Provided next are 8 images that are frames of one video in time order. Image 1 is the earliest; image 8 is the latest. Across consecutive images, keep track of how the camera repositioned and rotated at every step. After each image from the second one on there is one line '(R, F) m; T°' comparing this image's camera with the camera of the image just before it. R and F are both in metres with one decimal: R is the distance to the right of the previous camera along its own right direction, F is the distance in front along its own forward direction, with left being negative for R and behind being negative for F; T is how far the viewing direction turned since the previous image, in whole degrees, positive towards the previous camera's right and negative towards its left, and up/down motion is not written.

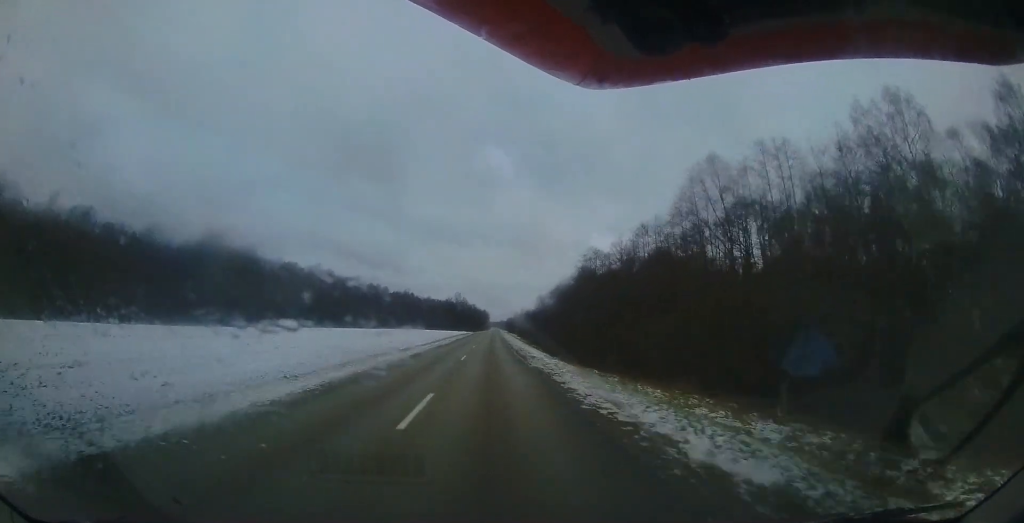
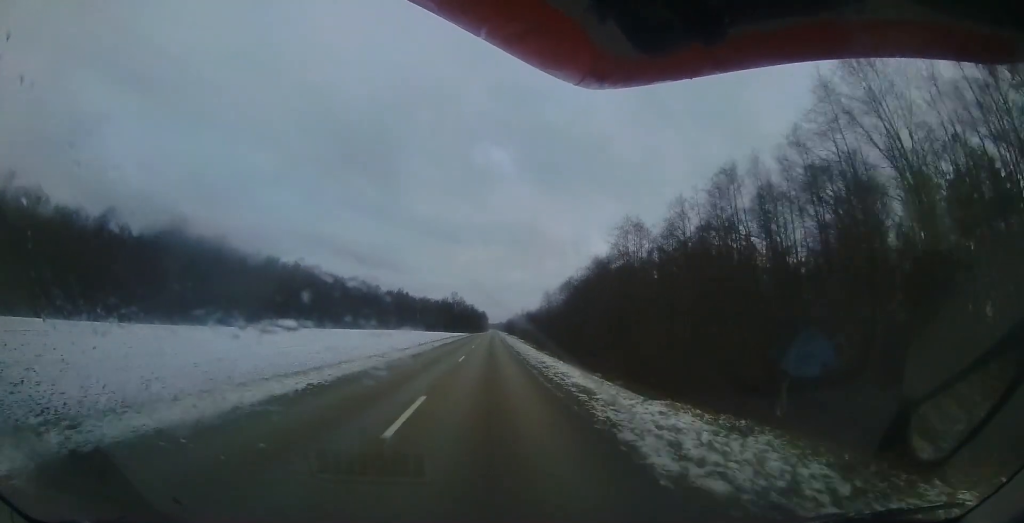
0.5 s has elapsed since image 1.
(0.0, +12.7) m; -1°
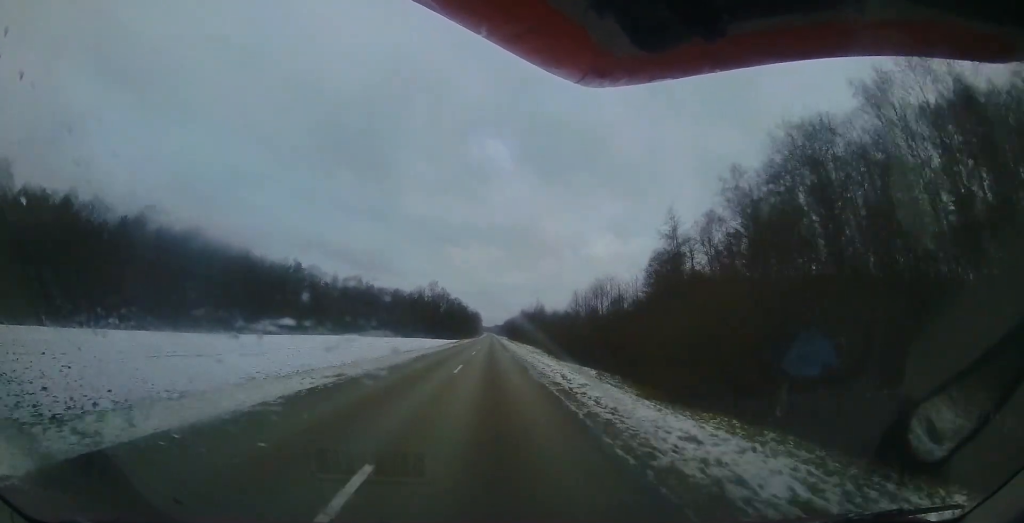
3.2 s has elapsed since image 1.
(-1.2, +64.2) m; 0°
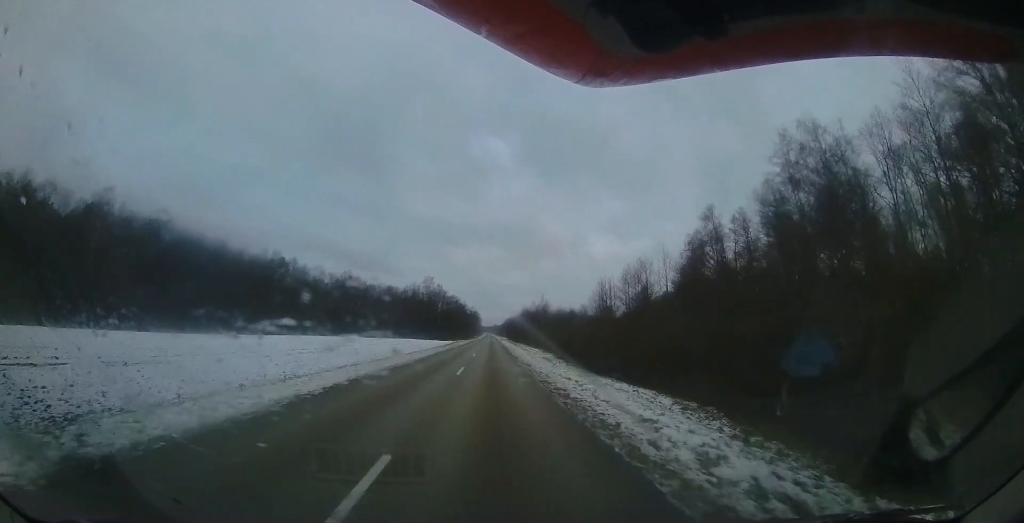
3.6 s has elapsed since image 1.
(0.0, +11.6) m; 0°
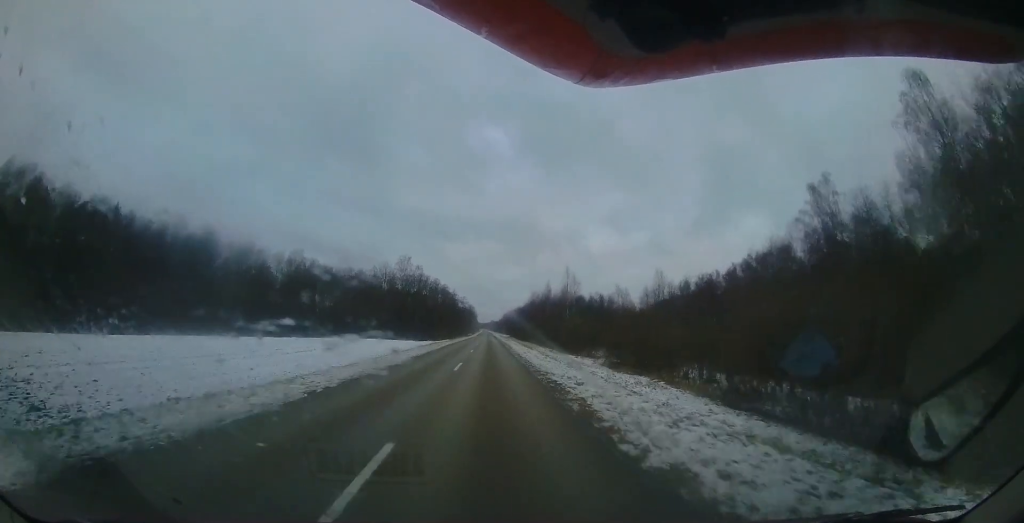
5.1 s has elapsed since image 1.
(0.0, +36.0) m; 0°
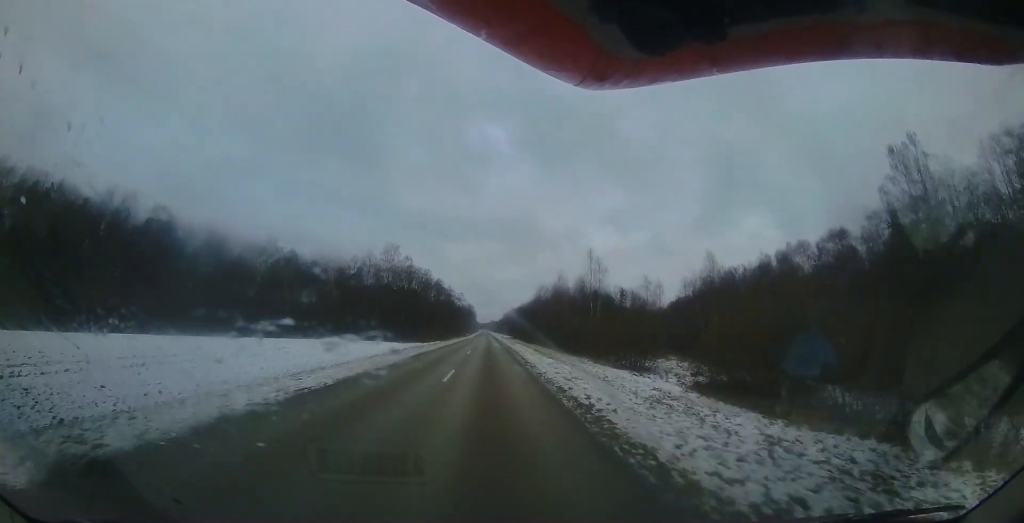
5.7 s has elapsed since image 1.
(0.0, +15.2) m; 0°
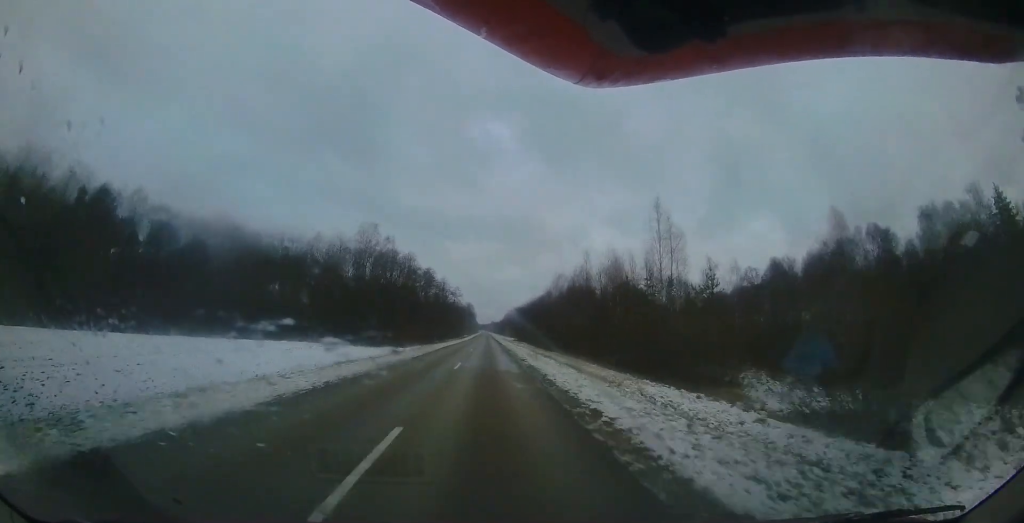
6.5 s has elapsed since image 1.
(+0.1, +20.4) m; 0°
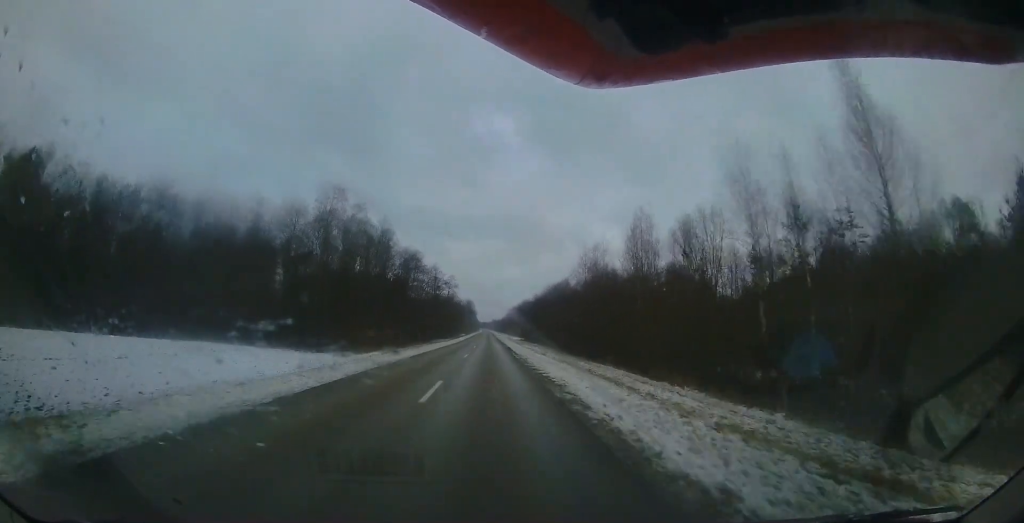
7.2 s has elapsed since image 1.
(-0.1, +19.6) m; 0°
